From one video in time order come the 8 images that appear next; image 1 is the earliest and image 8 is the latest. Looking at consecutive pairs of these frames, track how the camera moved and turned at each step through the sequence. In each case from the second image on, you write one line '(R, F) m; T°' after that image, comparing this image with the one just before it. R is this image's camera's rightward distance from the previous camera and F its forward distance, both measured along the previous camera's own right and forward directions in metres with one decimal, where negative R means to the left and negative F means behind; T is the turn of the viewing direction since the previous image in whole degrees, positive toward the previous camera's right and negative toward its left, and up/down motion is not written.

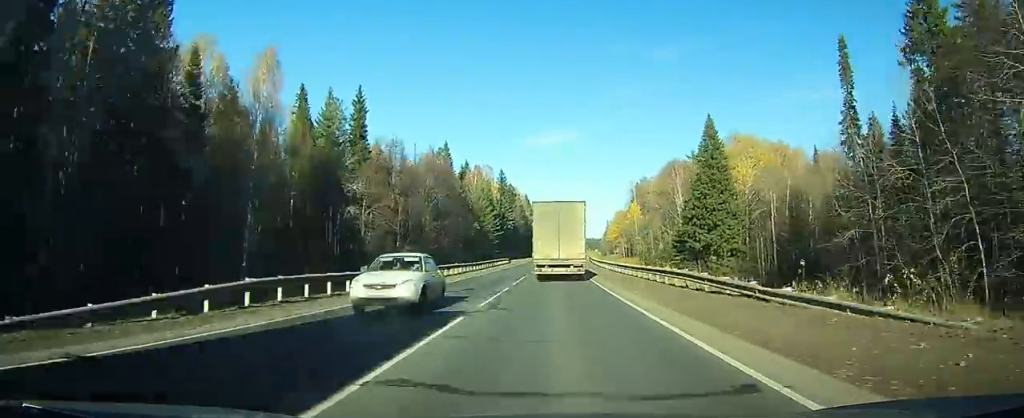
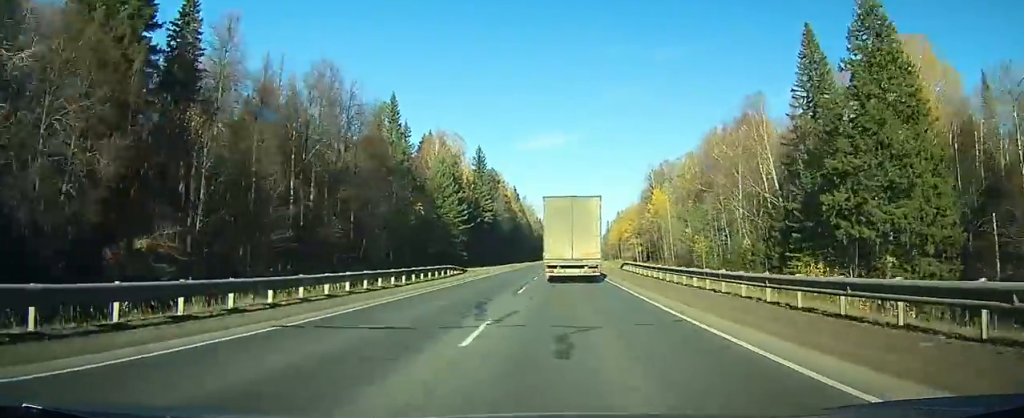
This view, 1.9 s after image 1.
(+0.5, +47.8) m; +1°
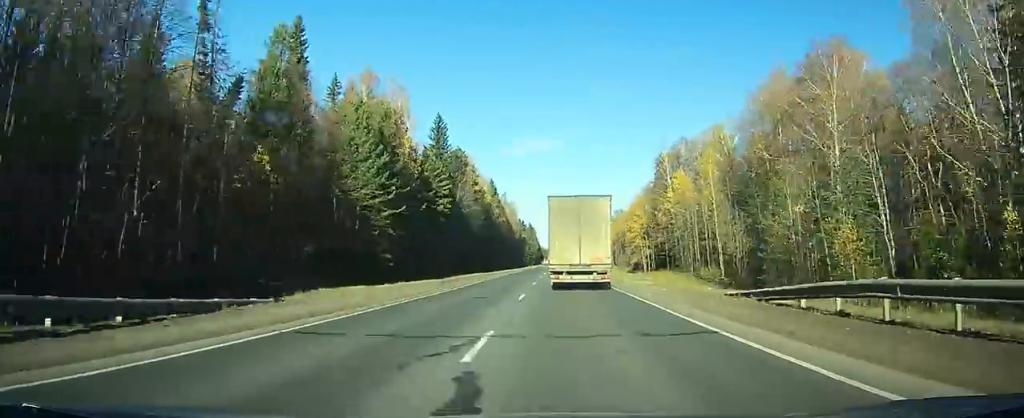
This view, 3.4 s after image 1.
(+0.3, +36.5) m; +1°
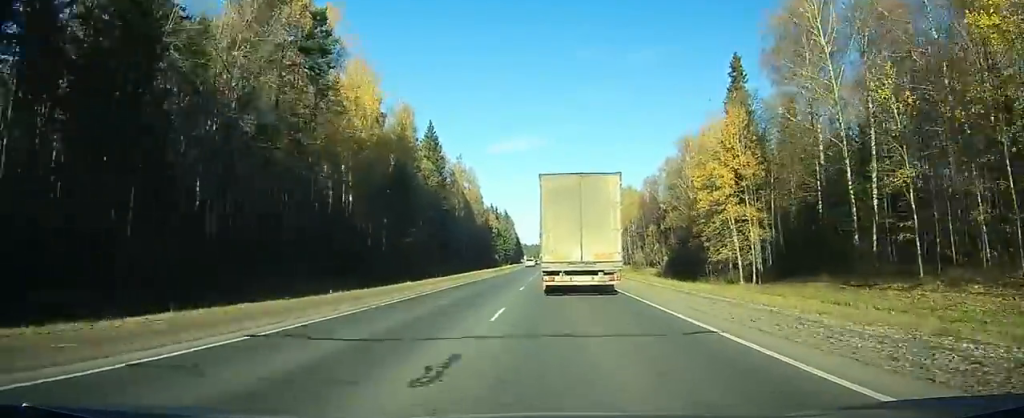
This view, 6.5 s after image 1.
(+1.2, +78.8) m; +2°
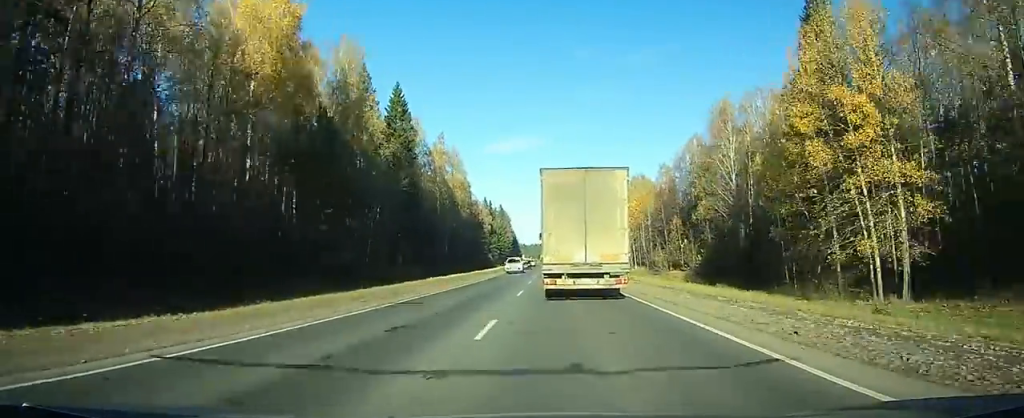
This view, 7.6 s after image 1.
(+0.1, +27.1) m; 0°
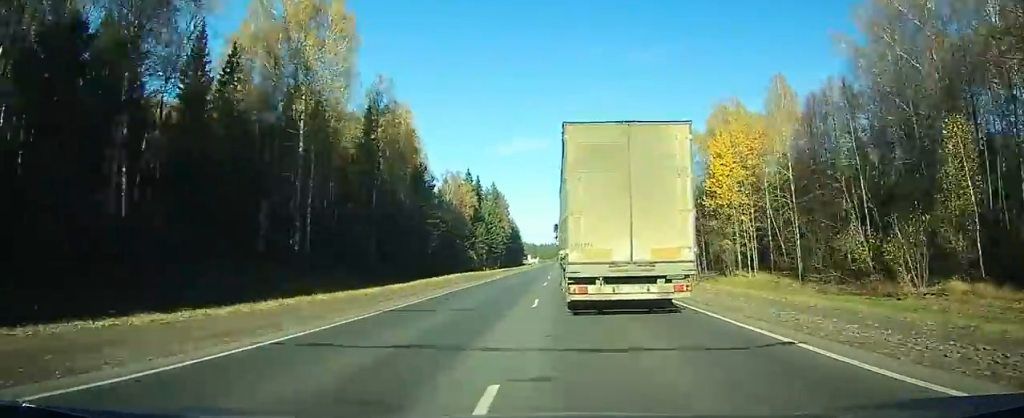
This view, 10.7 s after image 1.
(+0.2, +78.8) m; 0°
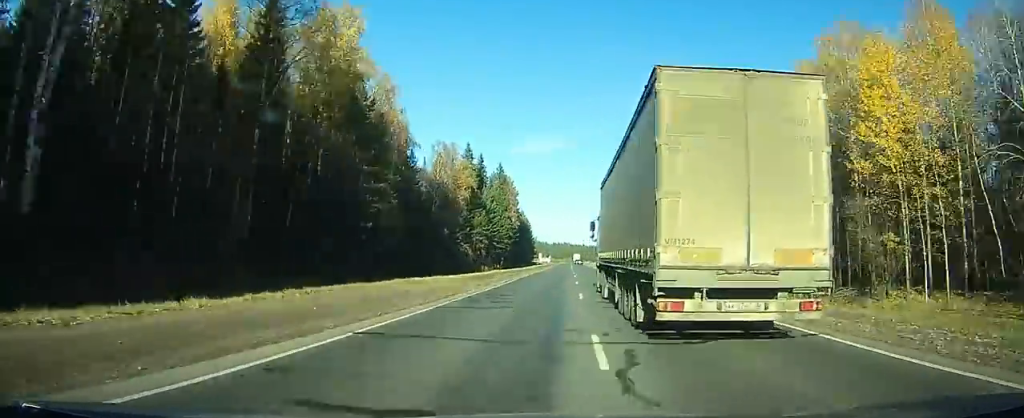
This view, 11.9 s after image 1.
(-0.1, +31.8) m; 0°
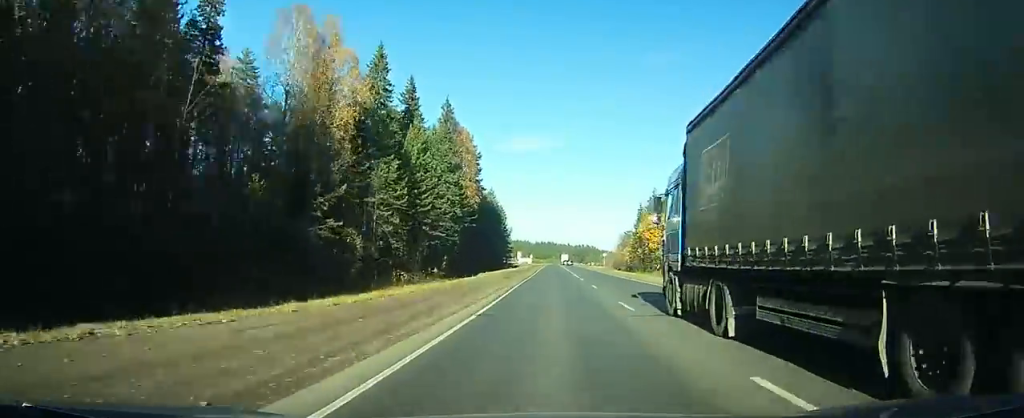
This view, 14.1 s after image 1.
(-0.2, +62.0) m; 0°
